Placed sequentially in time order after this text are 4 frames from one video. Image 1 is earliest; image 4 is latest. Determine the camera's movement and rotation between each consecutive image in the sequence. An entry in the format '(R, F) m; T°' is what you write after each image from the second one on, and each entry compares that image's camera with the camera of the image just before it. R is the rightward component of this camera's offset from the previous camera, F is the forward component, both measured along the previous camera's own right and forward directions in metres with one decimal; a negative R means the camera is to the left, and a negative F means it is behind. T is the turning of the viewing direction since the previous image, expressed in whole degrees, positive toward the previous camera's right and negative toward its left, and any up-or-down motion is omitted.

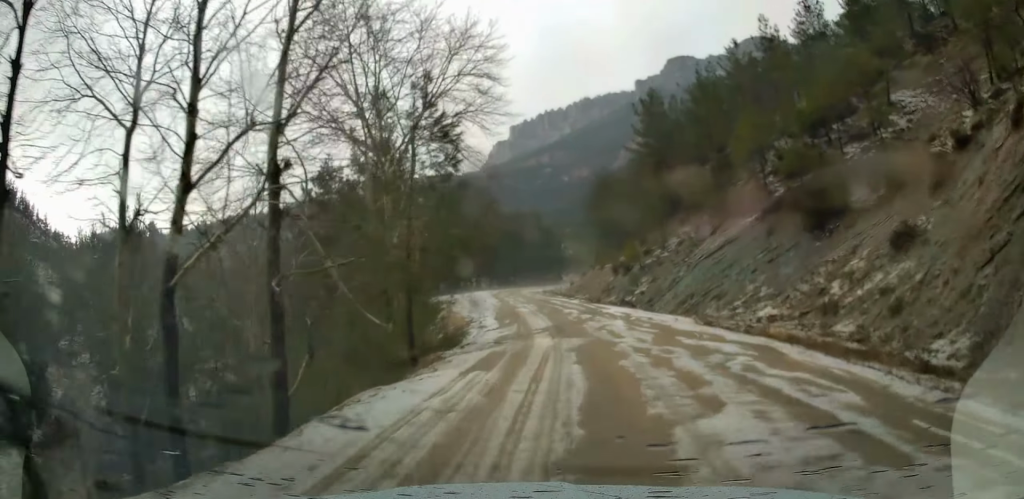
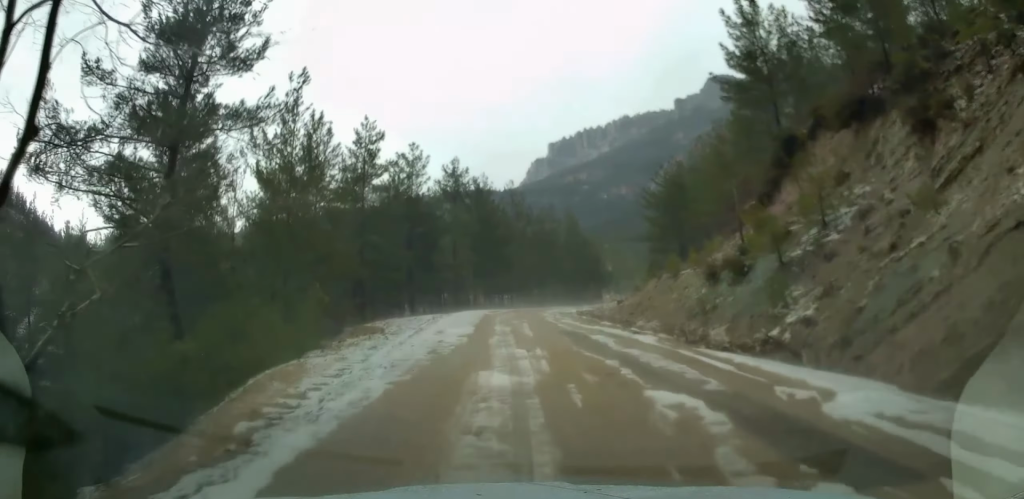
(0.0, +23.1) m; -4°
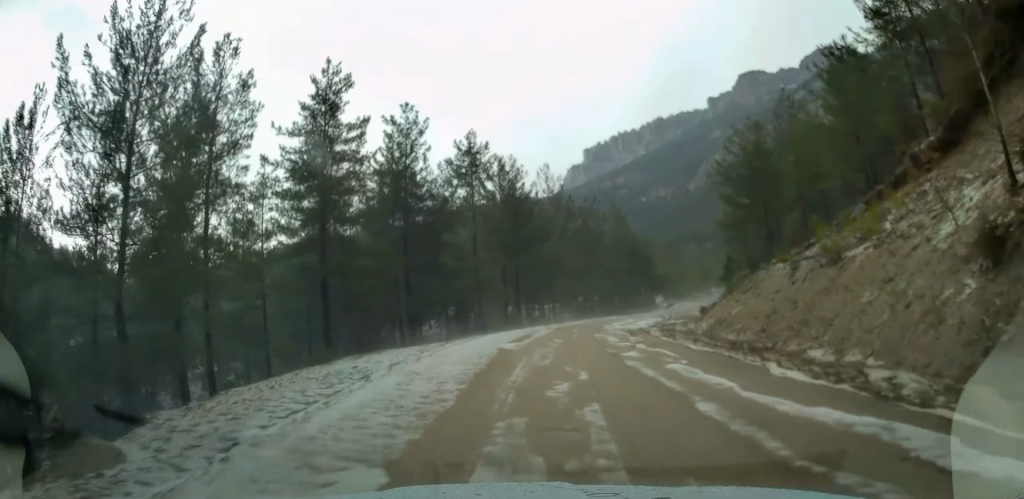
(-0.6, +15.8) m; -3°
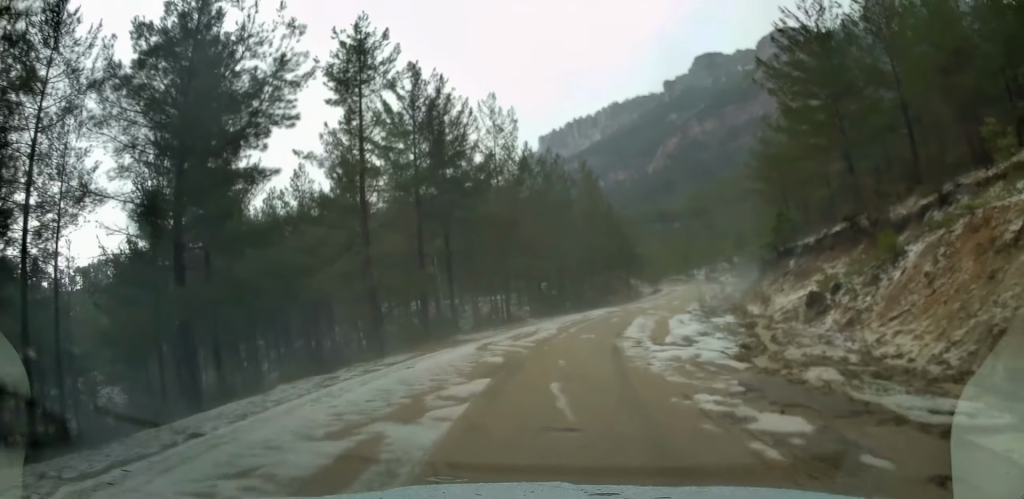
(-0.1, +21.1) m; +3°
